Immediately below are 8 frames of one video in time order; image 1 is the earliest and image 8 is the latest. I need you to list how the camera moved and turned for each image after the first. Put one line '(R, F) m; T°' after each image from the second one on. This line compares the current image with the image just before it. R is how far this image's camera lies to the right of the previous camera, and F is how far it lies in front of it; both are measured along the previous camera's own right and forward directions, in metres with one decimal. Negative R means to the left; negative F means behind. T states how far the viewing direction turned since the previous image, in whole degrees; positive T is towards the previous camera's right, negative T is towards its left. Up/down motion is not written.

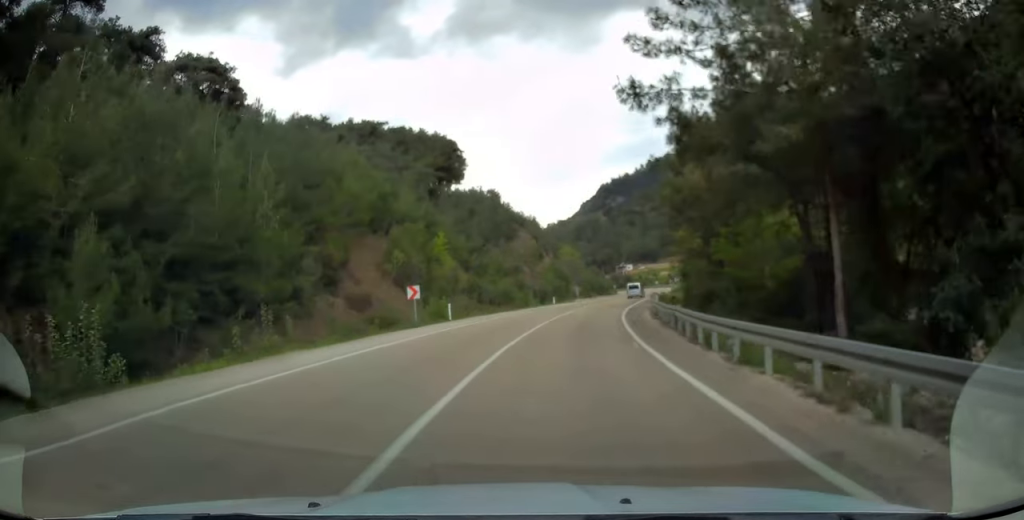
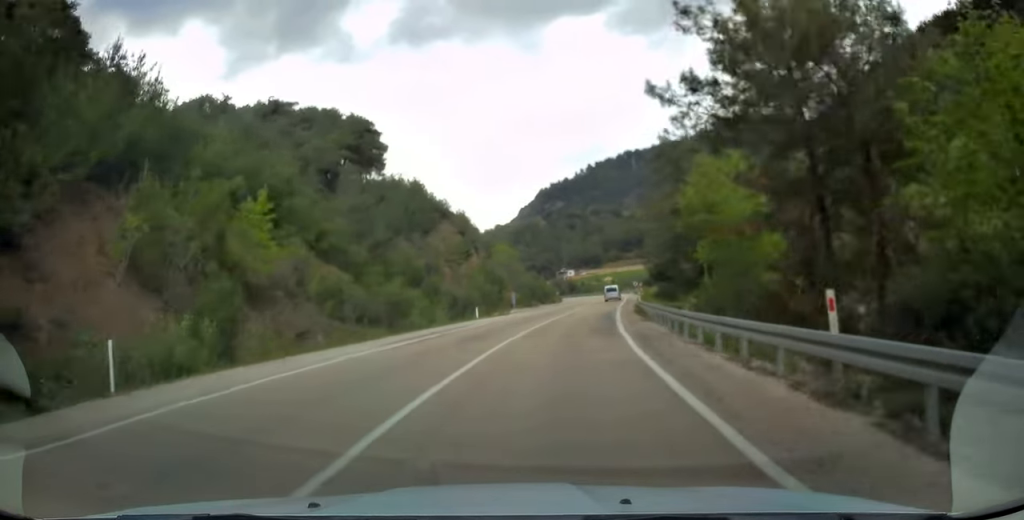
(+1.4, +23.5) m; +6°
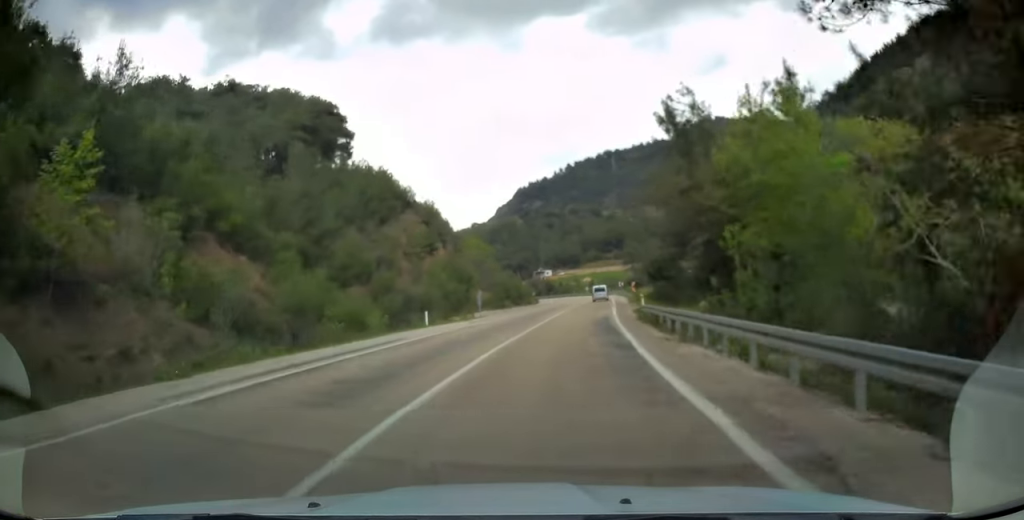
(+0.2, +10.8) m; +3°
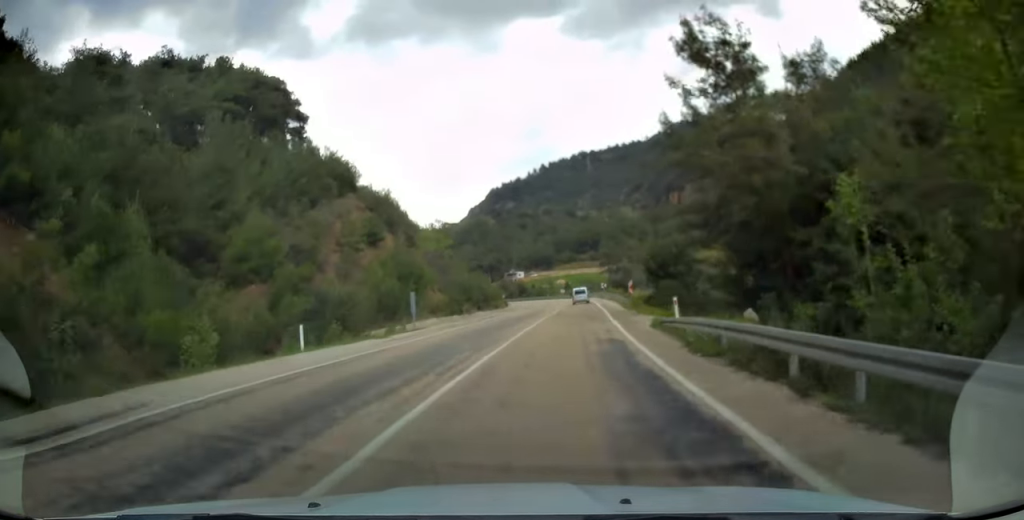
(+0.4, +14.3) m; +2°
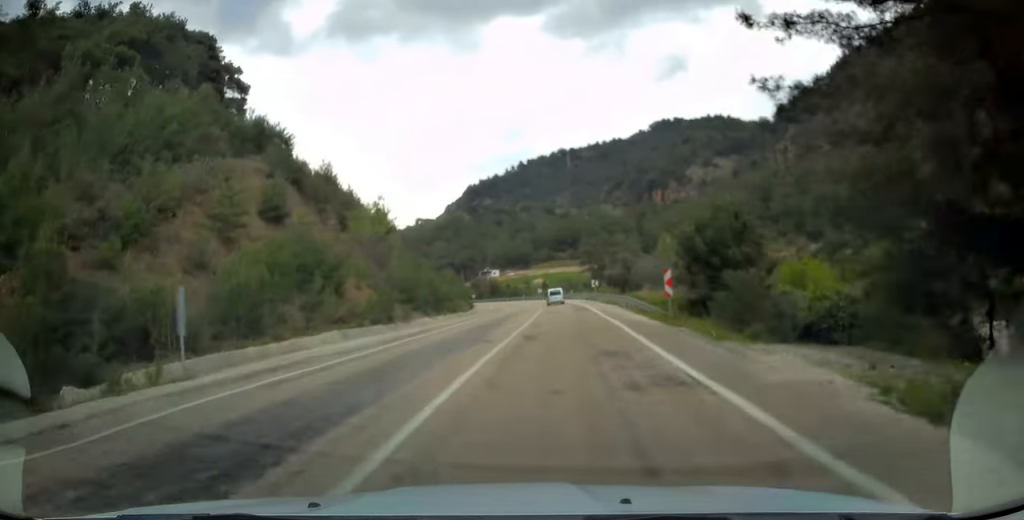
(+0.3, +18.9) m; +2°
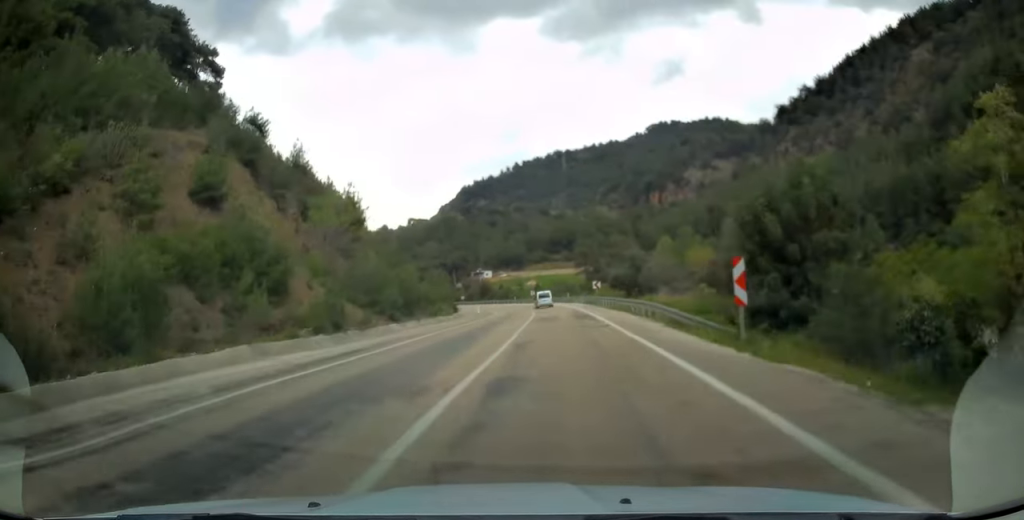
(0.0, +8.8) m; 0°
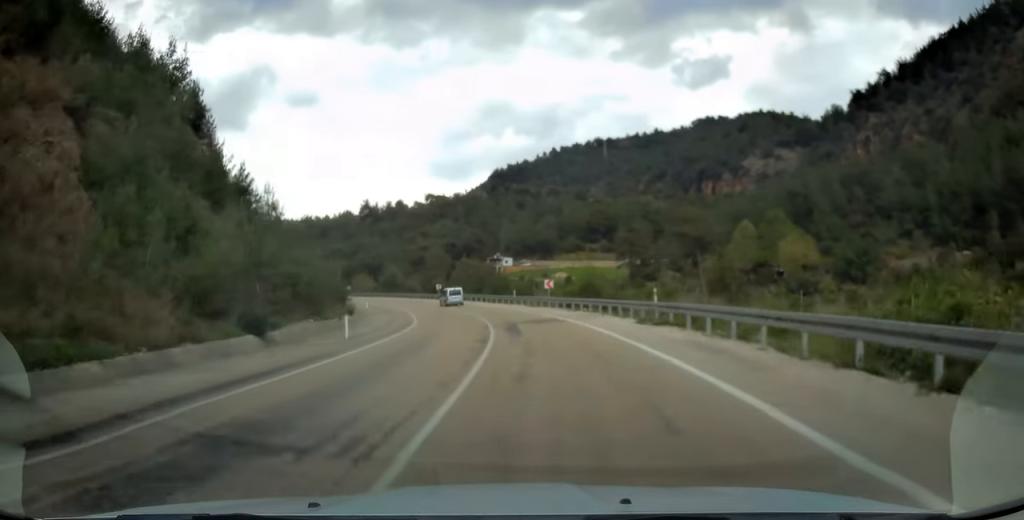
(-0.7, +54.9) m; -5°
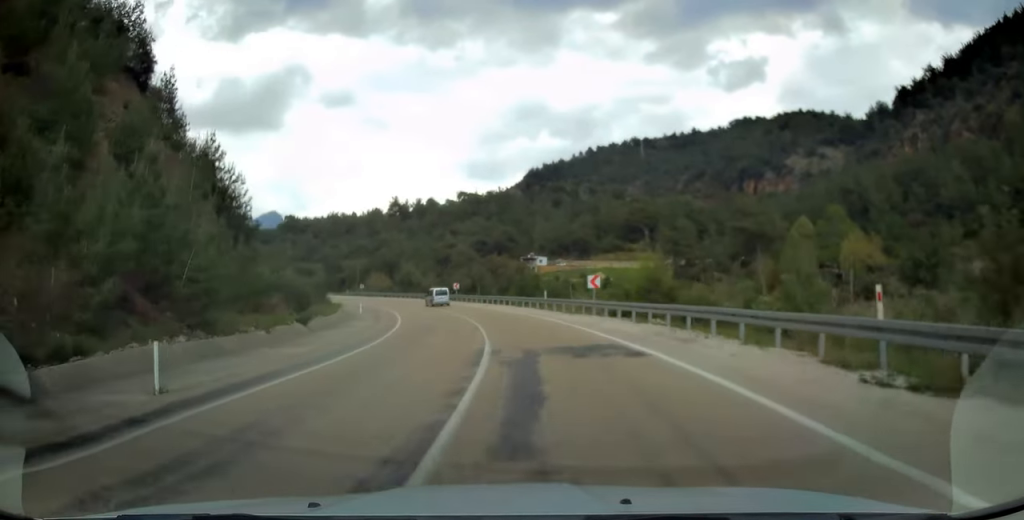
(-0.5, +13.6) m; -4°
